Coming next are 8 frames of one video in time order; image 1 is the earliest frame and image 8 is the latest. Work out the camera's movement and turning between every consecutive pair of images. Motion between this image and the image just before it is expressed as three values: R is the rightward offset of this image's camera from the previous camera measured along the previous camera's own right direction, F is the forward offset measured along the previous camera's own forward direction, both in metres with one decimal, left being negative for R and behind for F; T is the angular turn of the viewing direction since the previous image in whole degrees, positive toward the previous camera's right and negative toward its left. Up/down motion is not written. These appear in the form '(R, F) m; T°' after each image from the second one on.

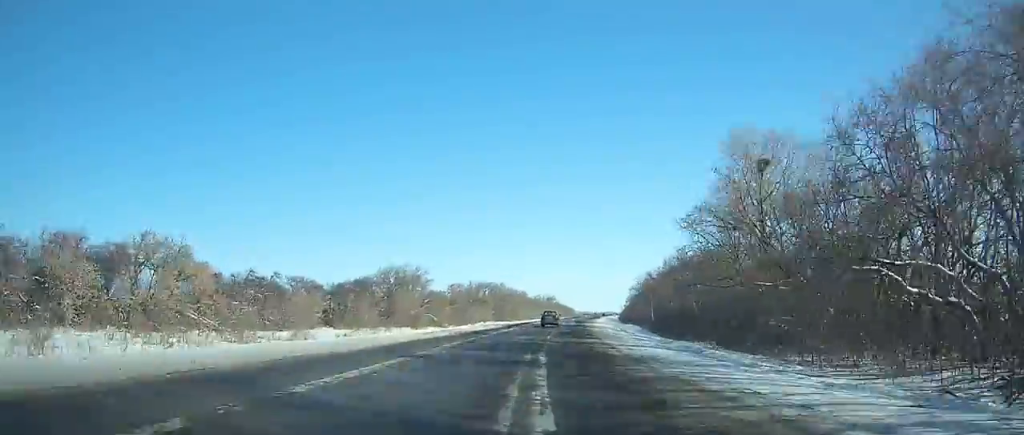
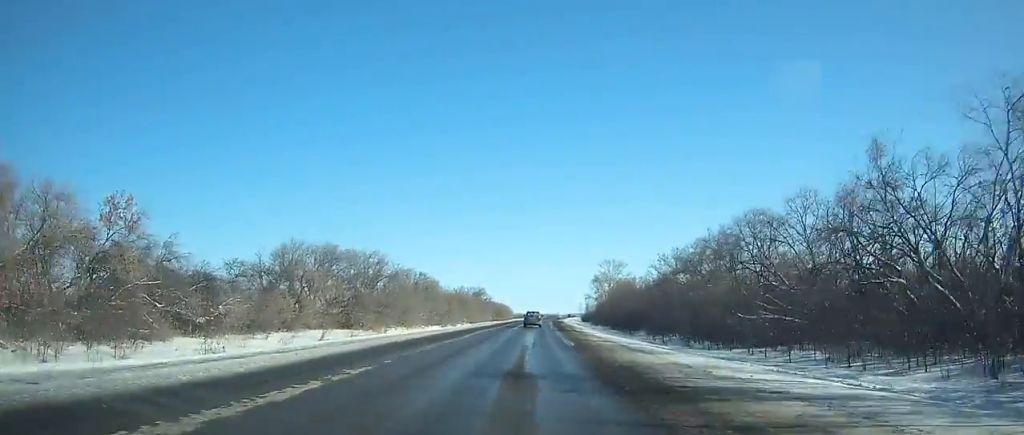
(+6.6, +96.5) m; +7°
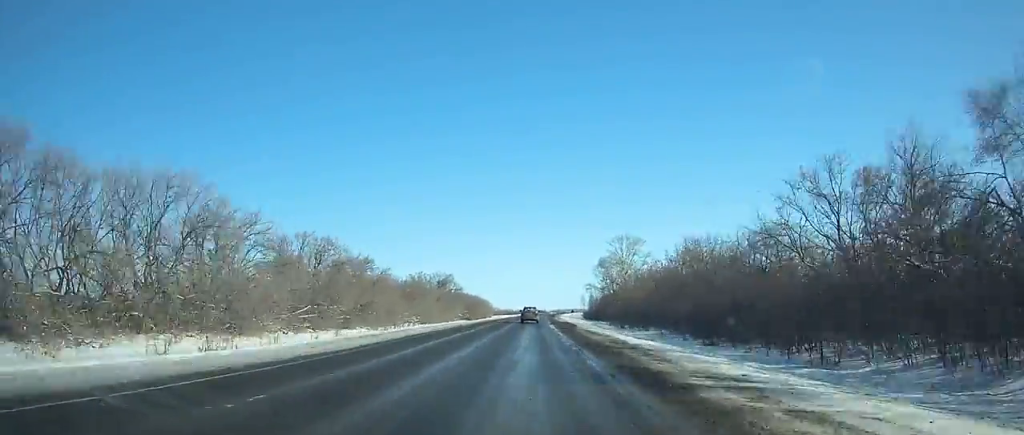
(+1.1, +54.6) m; +2°
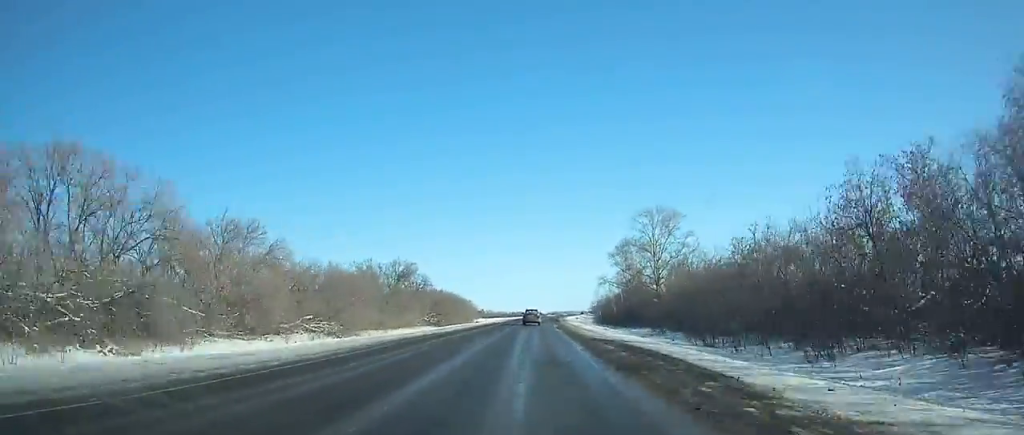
(+0.3, +43.8) m; +1°
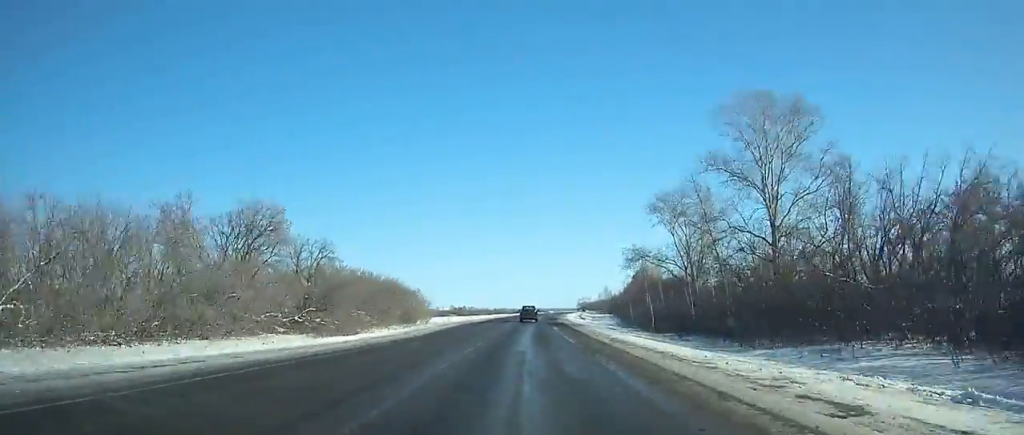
(+0.4, +55.7) m; +1°
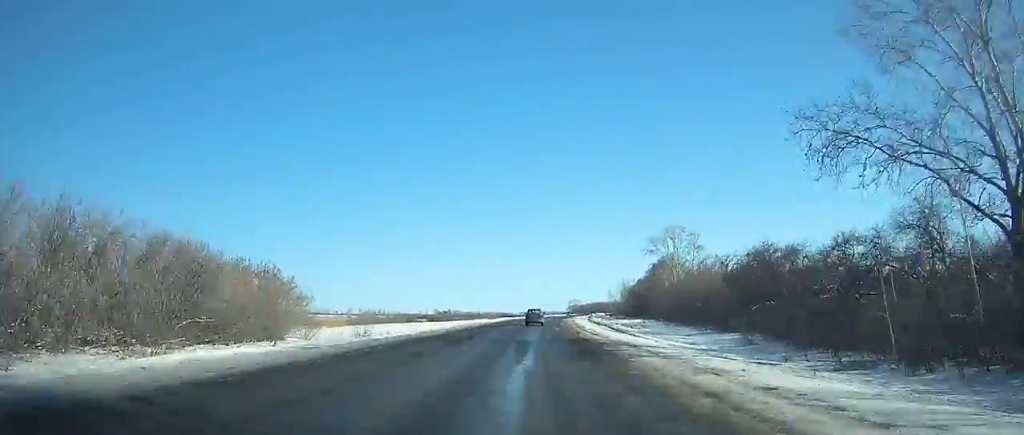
(+0.5, +56.1) m; +2°
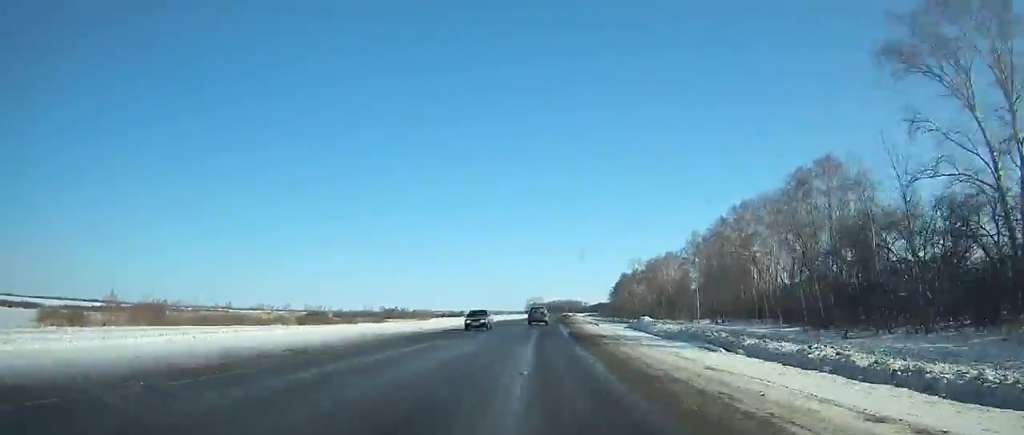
(+3.0, +105.6) m; +4°
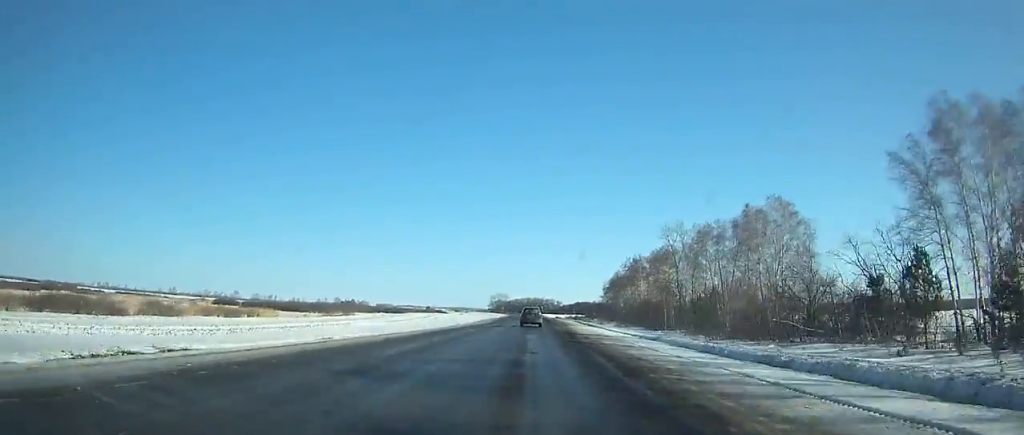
(+2.0, +76.6) m; +3°
